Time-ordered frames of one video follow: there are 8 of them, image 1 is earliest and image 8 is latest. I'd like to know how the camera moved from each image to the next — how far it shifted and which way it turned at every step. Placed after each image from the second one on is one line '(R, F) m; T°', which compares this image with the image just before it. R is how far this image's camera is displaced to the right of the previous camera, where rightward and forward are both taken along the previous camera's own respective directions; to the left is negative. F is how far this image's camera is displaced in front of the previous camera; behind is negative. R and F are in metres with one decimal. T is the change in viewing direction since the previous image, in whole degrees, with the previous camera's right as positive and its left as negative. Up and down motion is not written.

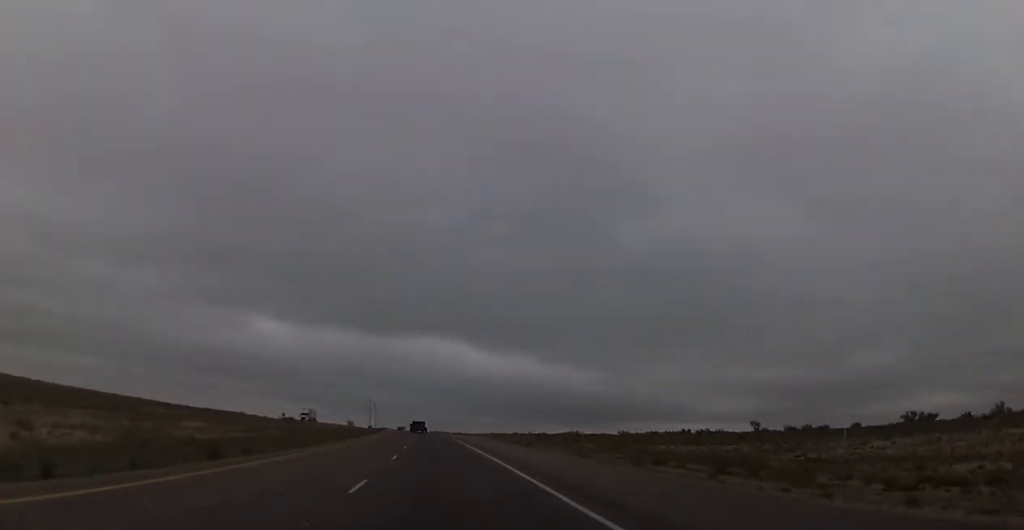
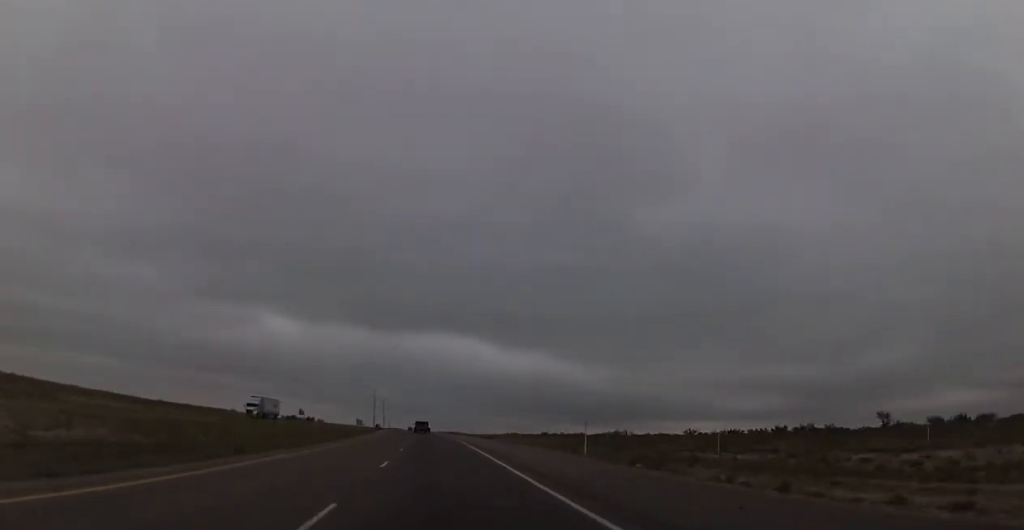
(-0.4, +41.3) m; -1°
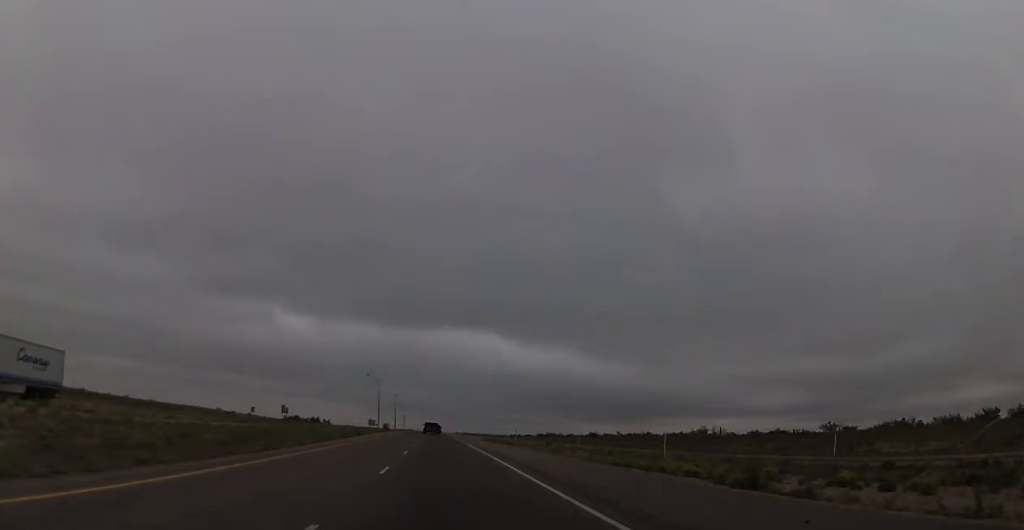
(-1.1, +51.0) m; -3°
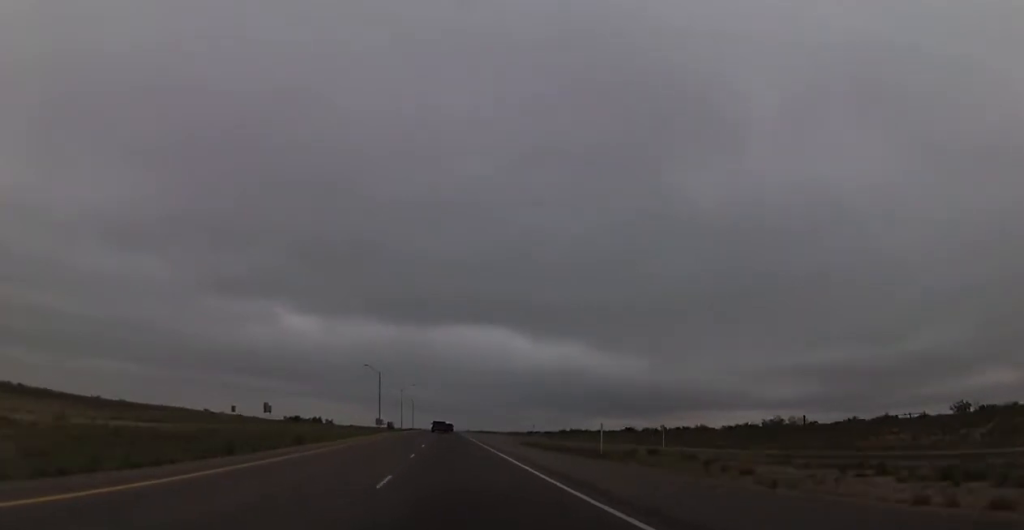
(-0.4, +28.5) m; -1°
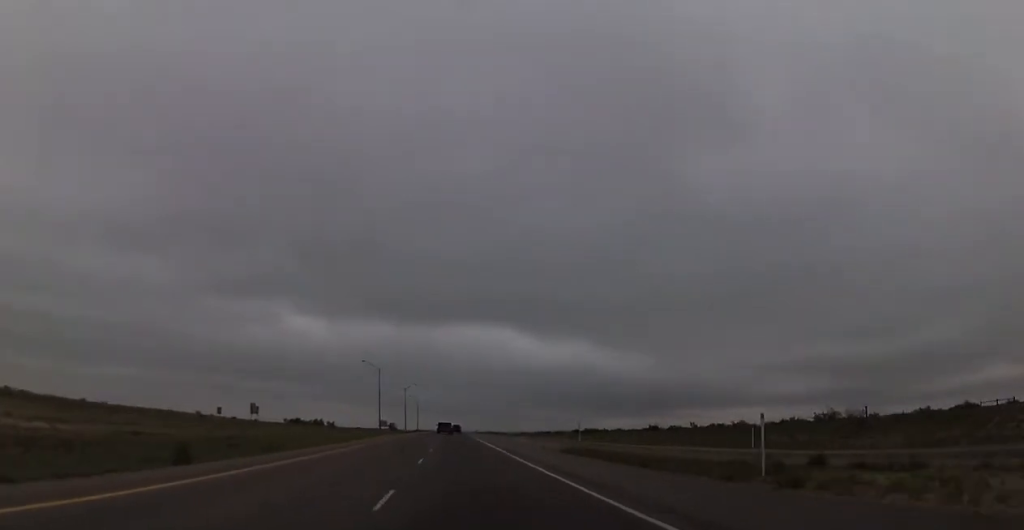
(0.0, +15.4) m; 0°
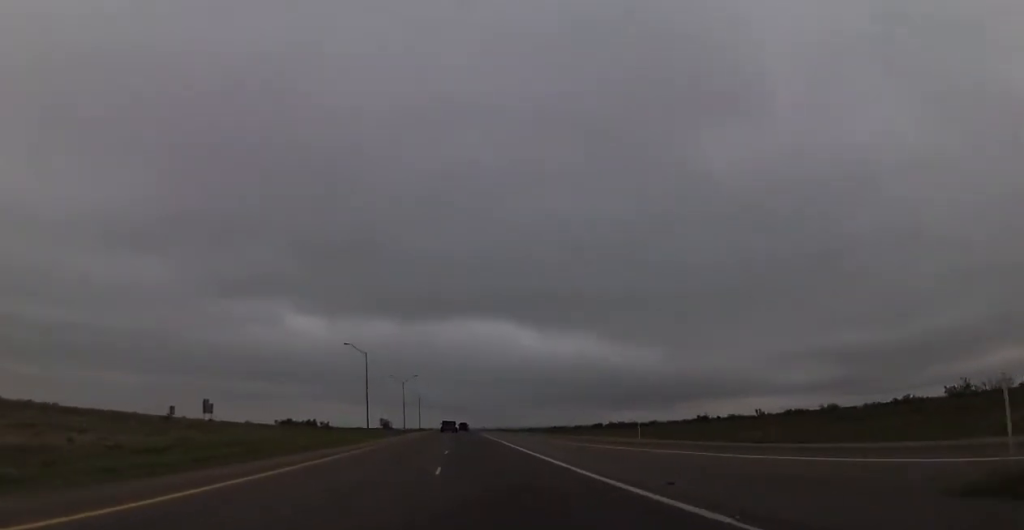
(-0.2, +29.6) m; -1°
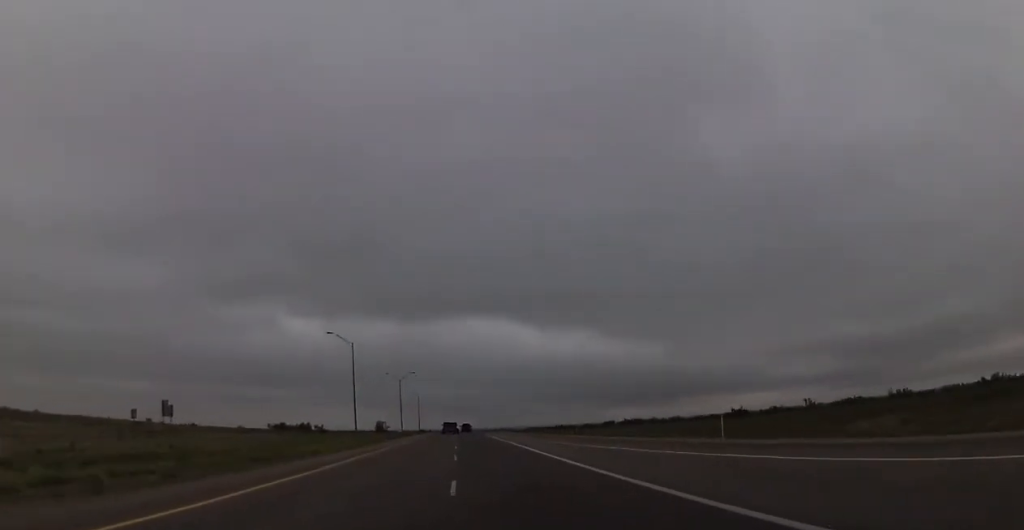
(0.0, +16.6) m; -1°
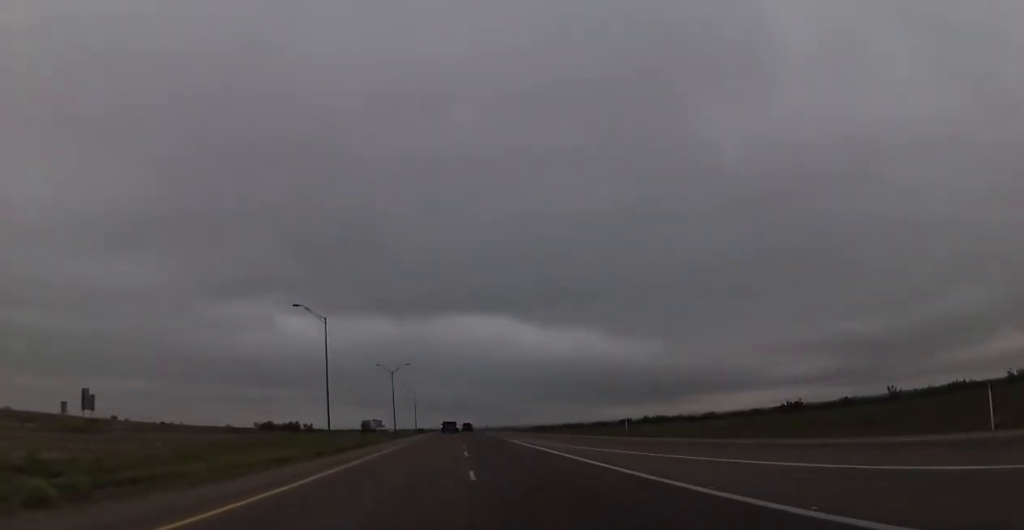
(-0.2, +21.3) m; 0°
